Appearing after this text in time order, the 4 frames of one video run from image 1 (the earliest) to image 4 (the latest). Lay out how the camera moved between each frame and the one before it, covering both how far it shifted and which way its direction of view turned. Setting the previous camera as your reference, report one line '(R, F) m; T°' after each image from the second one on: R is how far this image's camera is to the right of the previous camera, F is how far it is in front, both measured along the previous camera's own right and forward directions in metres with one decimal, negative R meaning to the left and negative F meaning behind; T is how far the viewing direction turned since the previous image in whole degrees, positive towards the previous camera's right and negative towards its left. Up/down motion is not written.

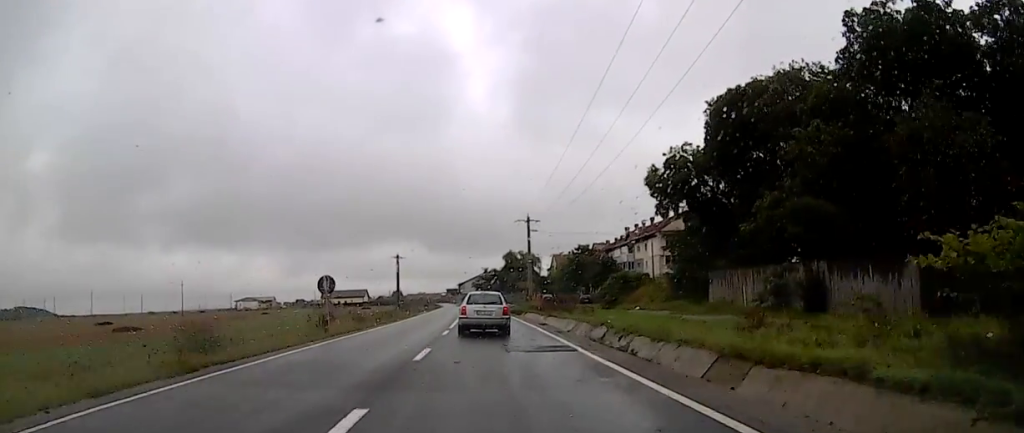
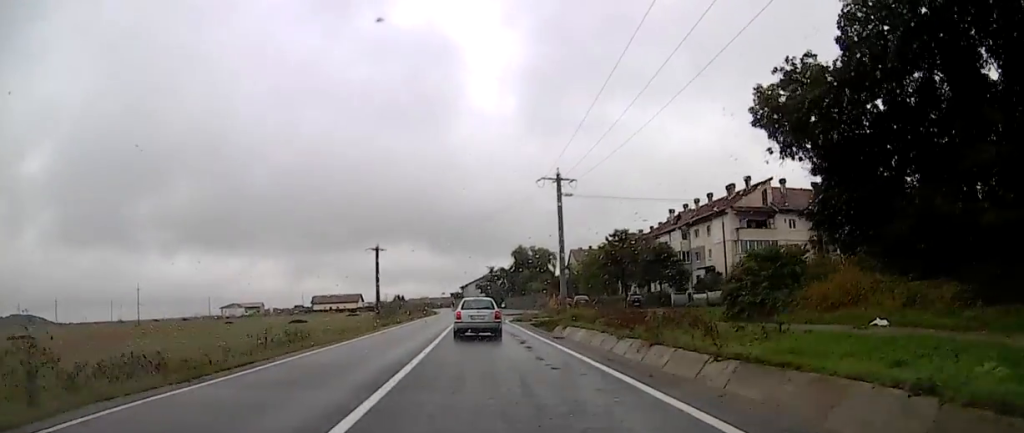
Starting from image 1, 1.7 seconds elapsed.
(-0.9, +26.8) m; 0°
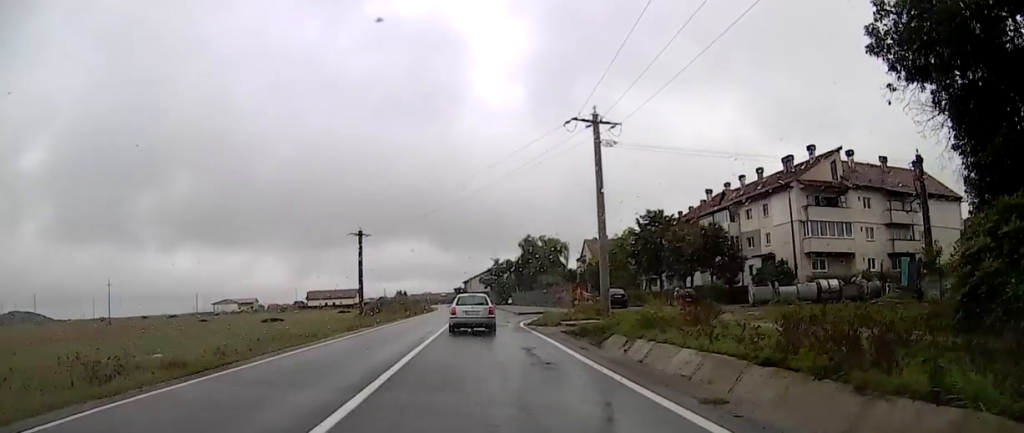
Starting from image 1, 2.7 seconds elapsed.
(+0.6, +15.4) m; +2°
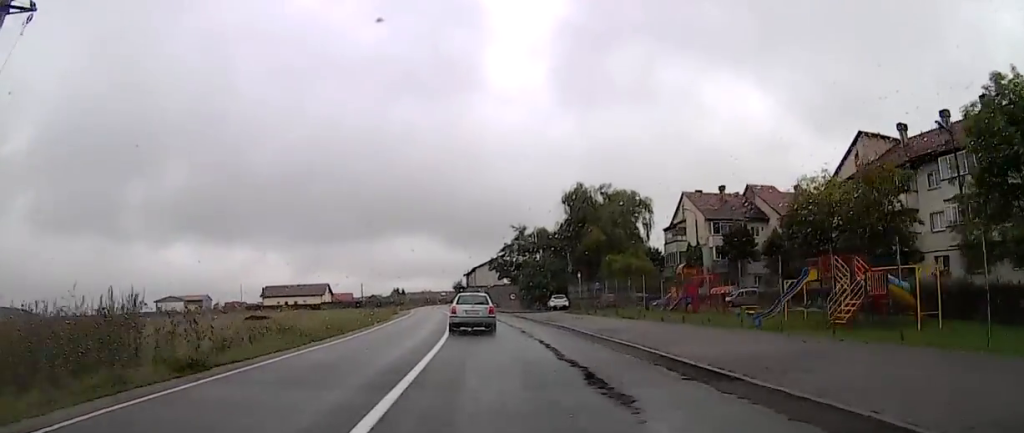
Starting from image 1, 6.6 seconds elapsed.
(-4.3, +63.5) m; -5°
